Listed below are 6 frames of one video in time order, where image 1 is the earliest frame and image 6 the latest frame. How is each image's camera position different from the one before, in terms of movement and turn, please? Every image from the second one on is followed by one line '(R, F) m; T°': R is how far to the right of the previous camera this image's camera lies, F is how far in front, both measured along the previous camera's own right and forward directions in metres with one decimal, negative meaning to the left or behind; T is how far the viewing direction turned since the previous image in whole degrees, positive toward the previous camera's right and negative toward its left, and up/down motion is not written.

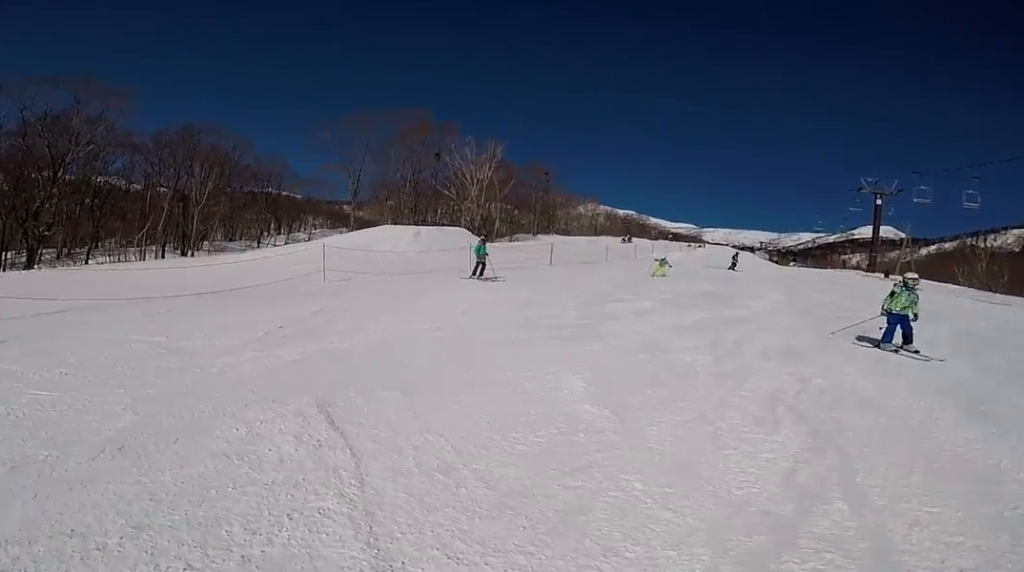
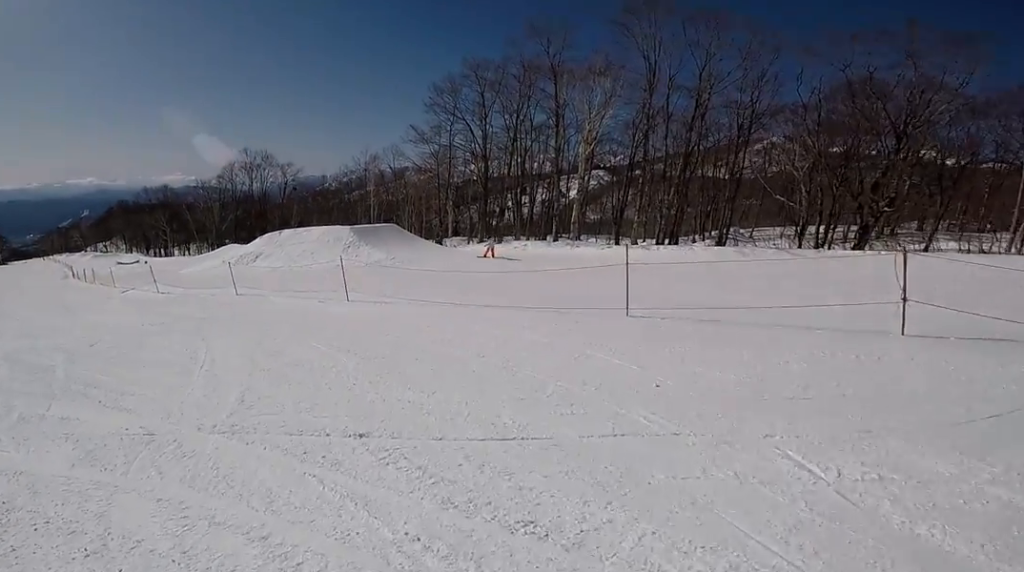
(-0.1, +4.8) m; -6°
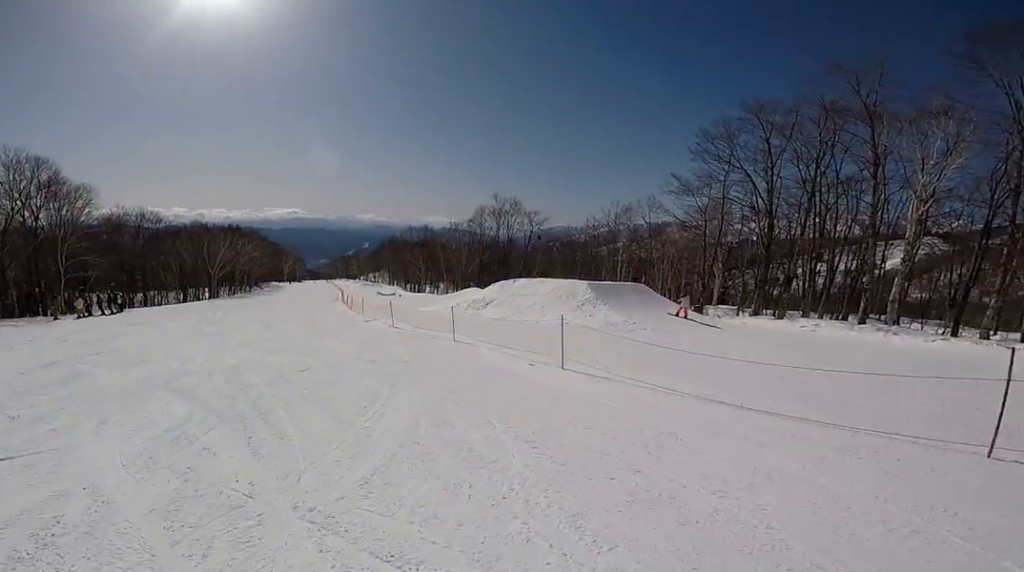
(+0.2, +2.0) m; -12°
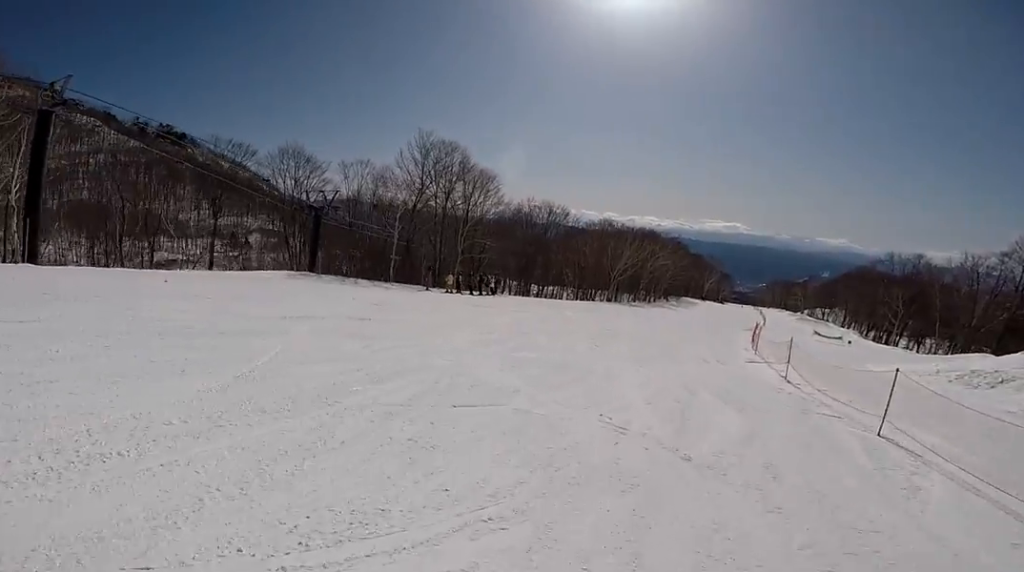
(-4.1, +5.7) m; -57°
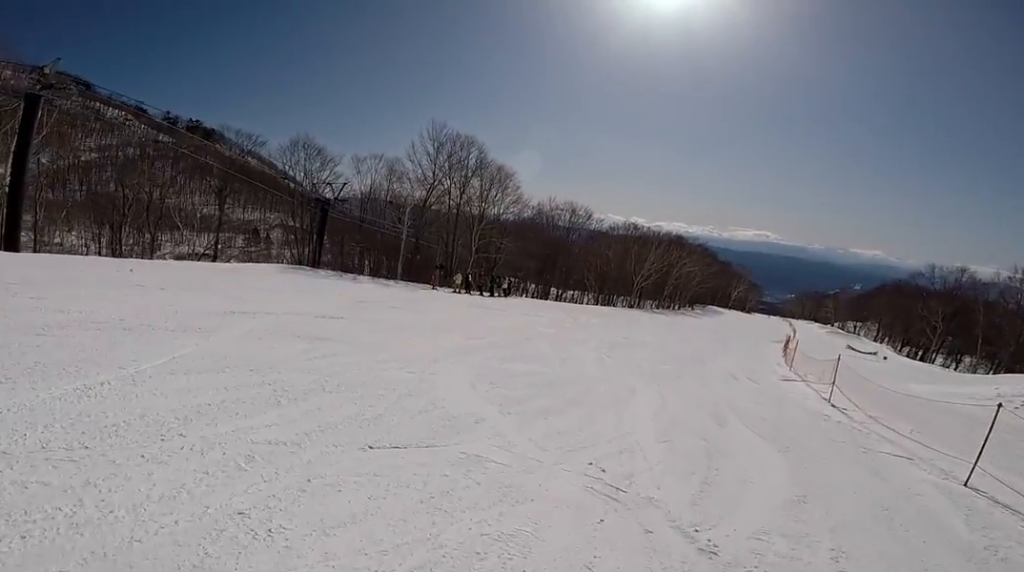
(-0.3, +2.2) m; -10°
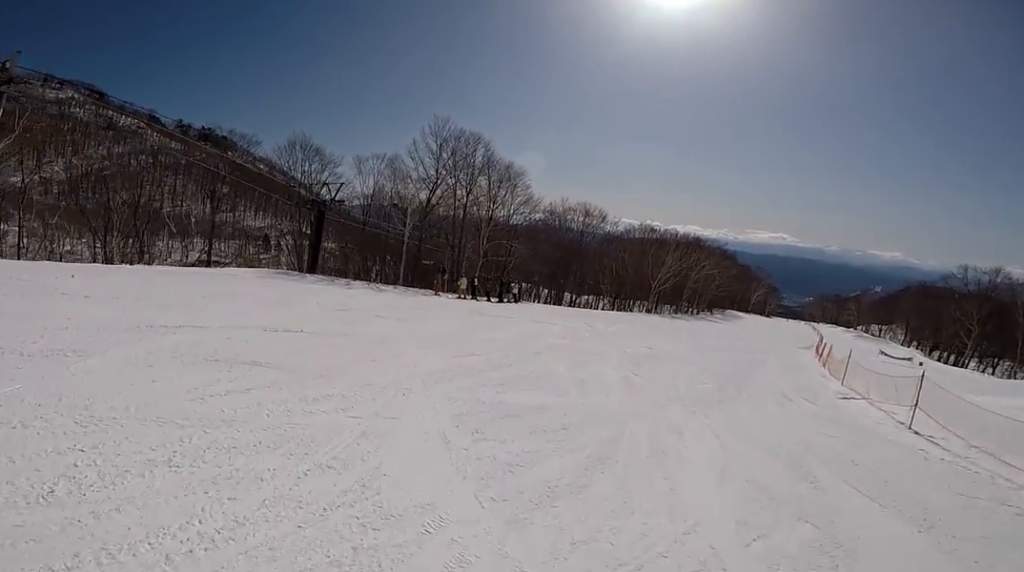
(0.0, +2.6) m; -11°
